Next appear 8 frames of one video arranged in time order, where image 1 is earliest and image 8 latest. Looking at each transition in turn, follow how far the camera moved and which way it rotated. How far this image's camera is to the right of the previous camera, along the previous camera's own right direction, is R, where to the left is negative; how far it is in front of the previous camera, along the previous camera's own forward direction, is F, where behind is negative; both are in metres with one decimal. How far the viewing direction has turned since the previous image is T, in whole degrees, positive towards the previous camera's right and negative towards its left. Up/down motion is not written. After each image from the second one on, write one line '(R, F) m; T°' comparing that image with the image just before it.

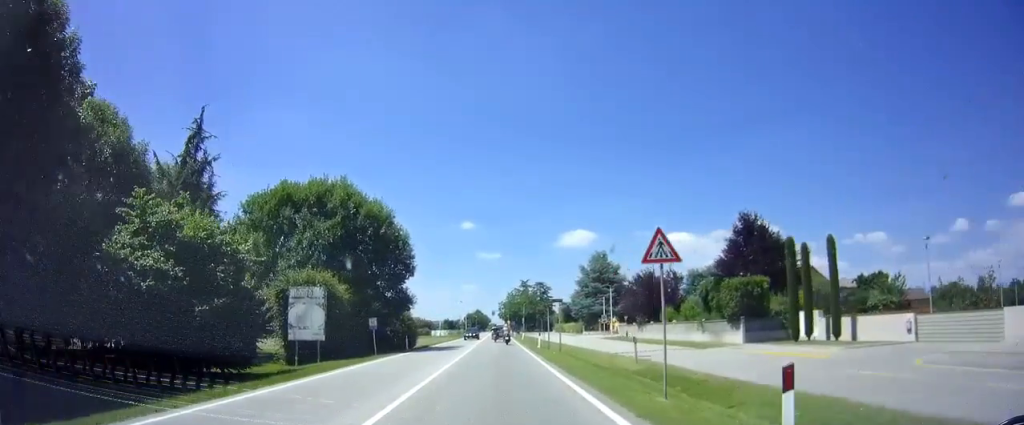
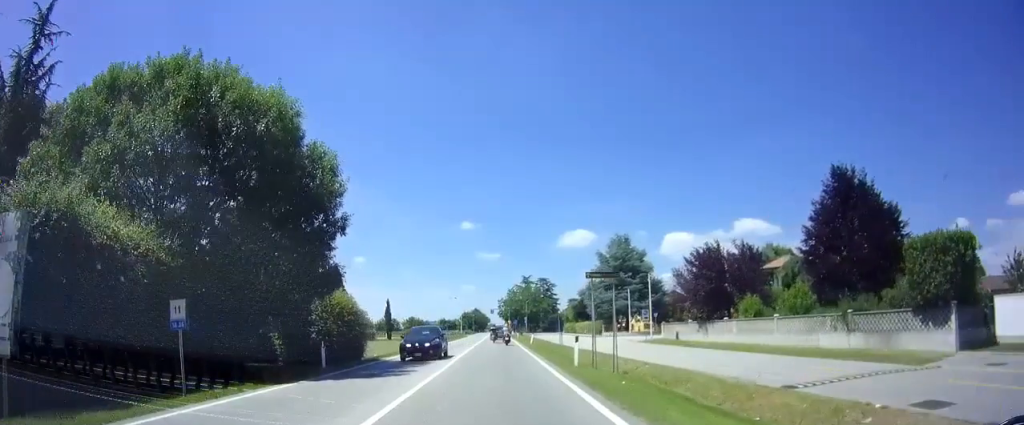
(0.0, +16.6) m; 0°
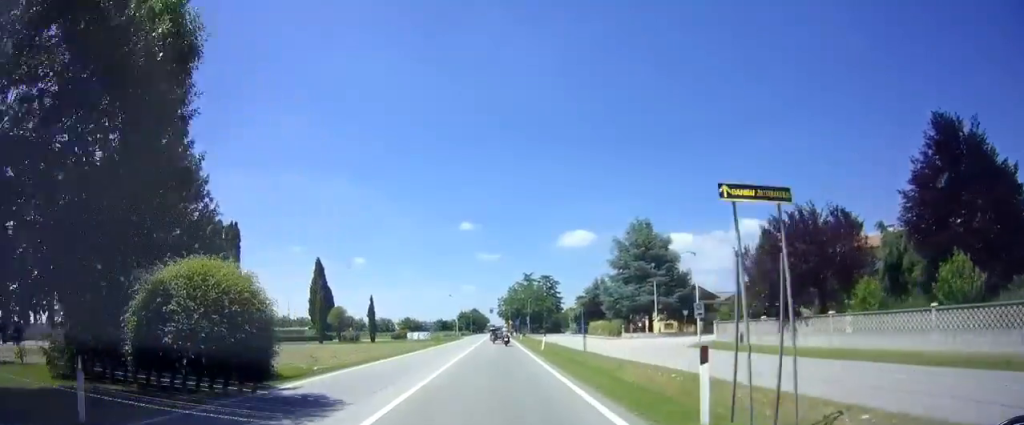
(0.0, +11.4) m; 0°
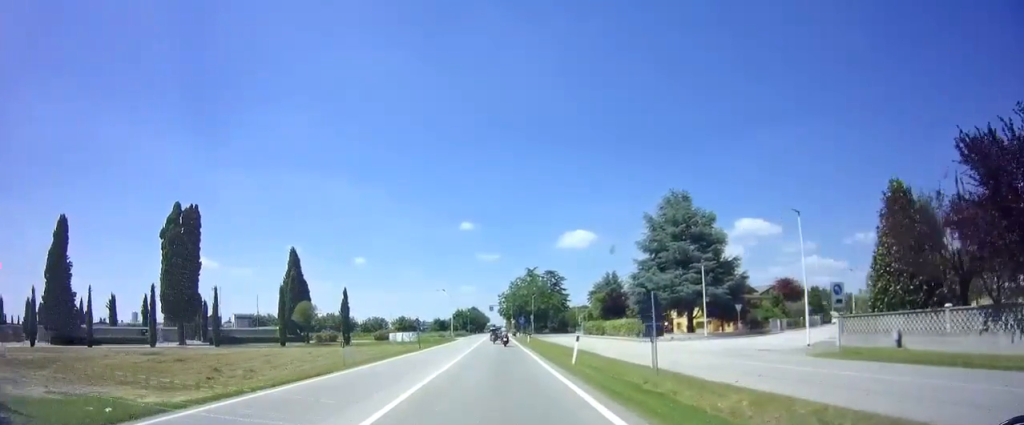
(0.0, +13.4) m; 0°
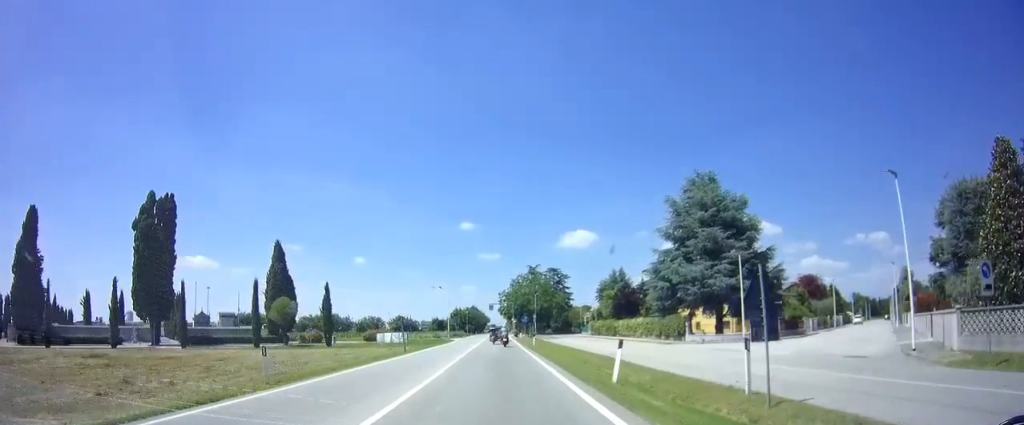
(+0.1, +6.9) m; 0°
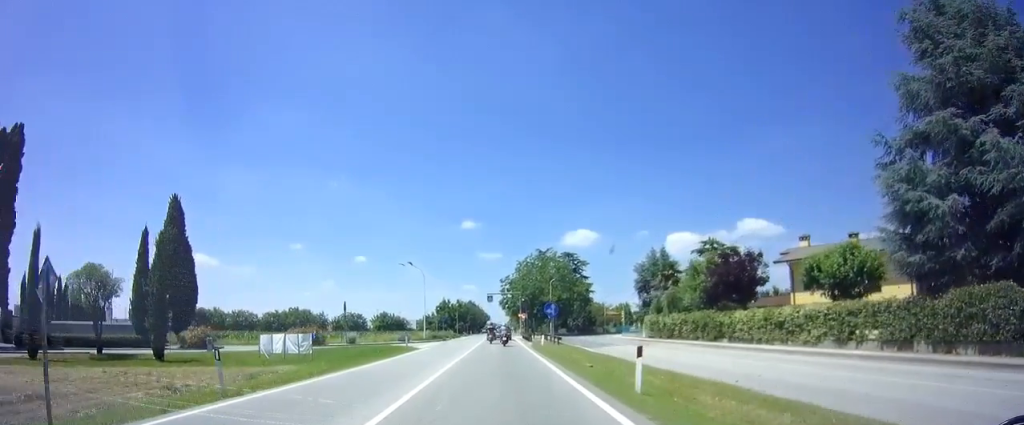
(-0.4, +30.4) m; -1°
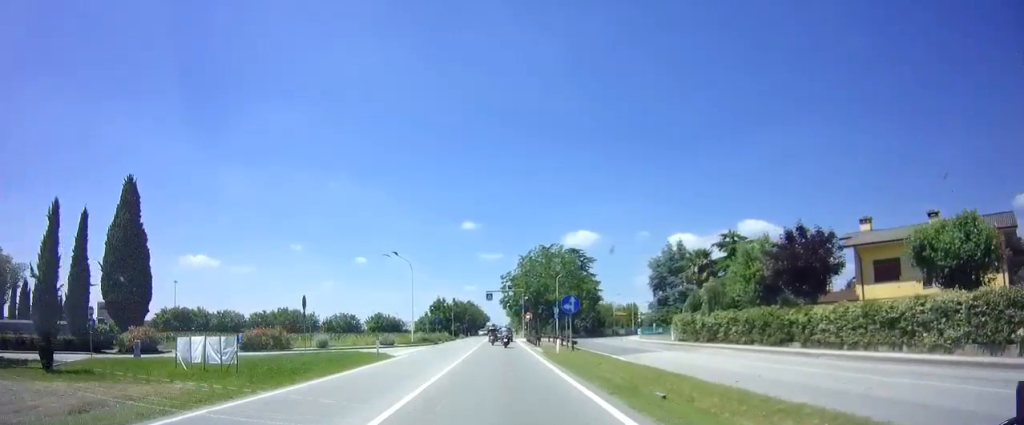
(0.0, +8.6) m; 0°
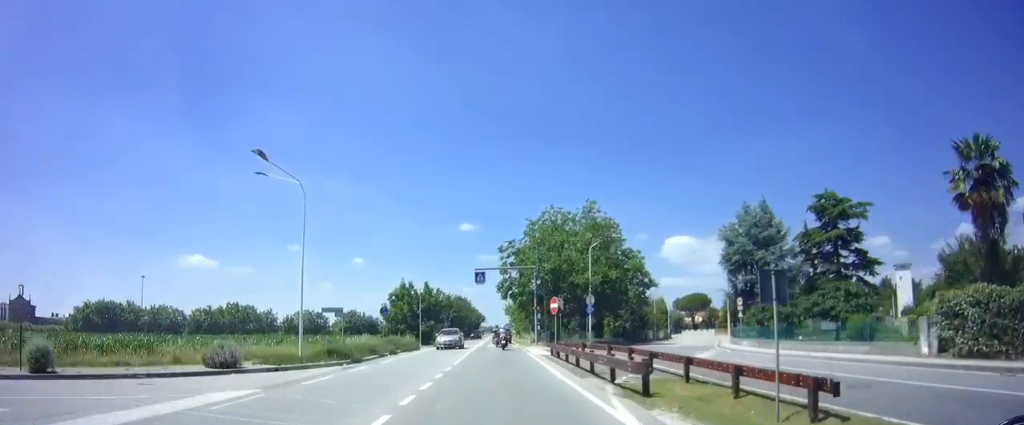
(0.0, +29.3) m; +1°
